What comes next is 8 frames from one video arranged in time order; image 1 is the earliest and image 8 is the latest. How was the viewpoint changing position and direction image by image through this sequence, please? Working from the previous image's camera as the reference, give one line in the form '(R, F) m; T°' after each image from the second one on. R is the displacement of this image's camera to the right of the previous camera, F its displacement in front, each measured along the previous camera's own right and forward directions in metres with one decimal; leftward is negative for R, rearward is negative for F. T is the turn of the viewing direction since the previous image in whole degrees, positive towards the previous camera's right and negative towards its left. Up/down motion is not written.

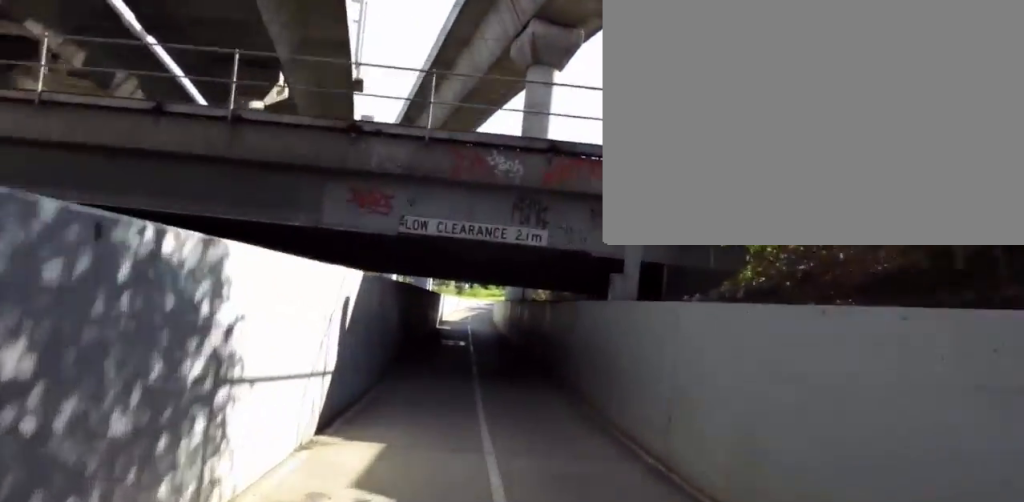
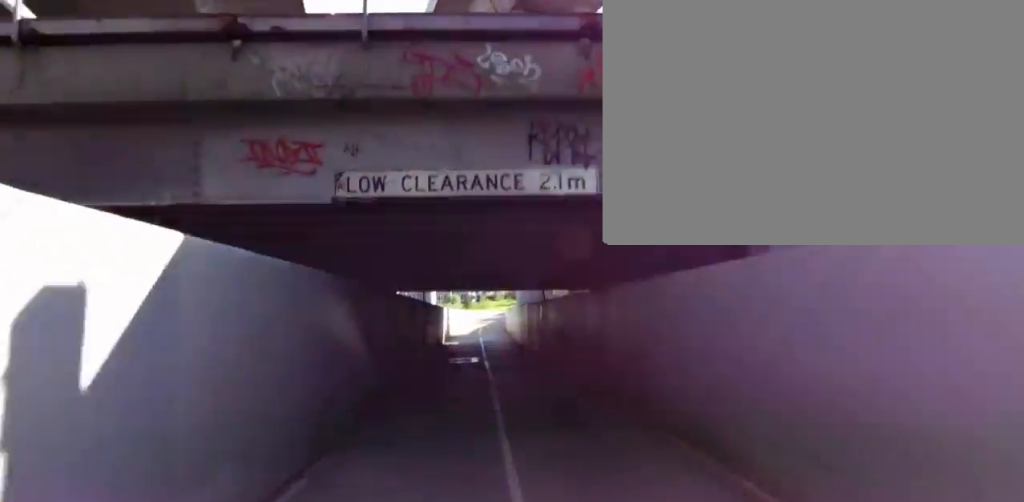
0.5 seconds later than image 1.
(0.0, +4.2) m; -6°
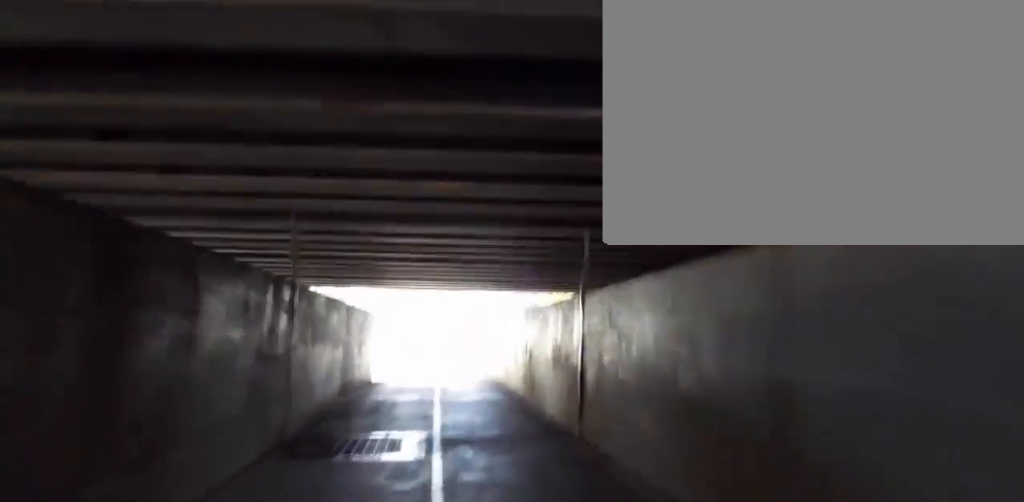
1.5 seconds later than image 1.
(-1.0, +9.7) m; +1°
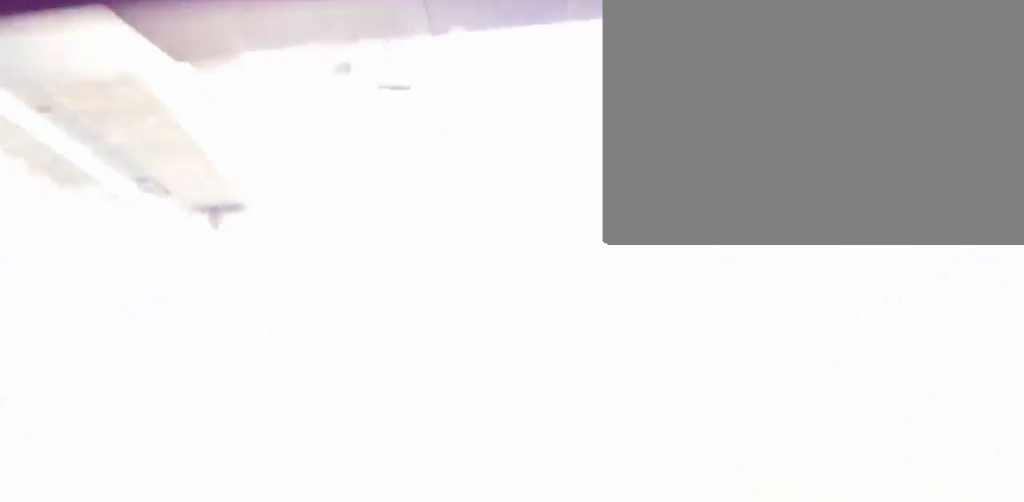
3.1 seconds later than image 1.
(+3.2, +15.8) m; +20°
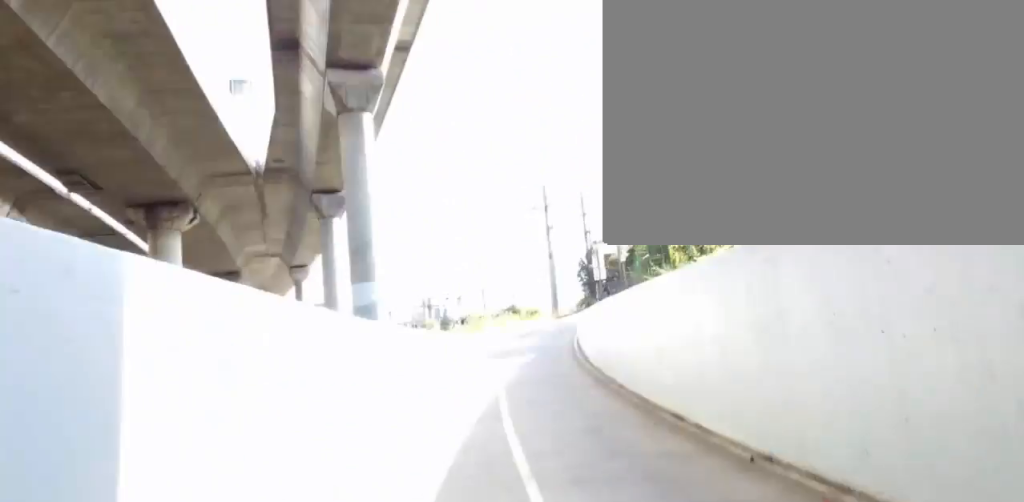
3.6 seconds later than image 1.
(+0.2, +4.5) m; +6°
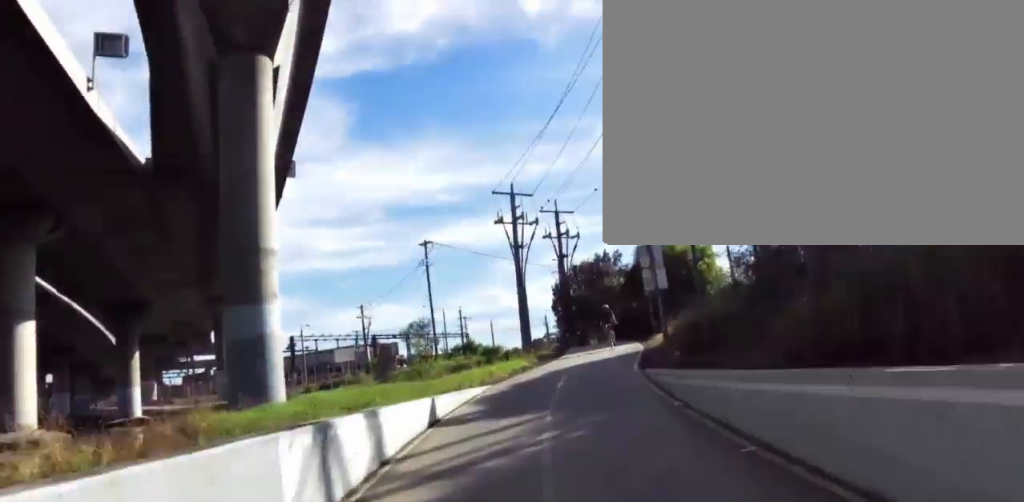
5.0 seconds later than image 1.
(+1.5, +9.6) m; +11°
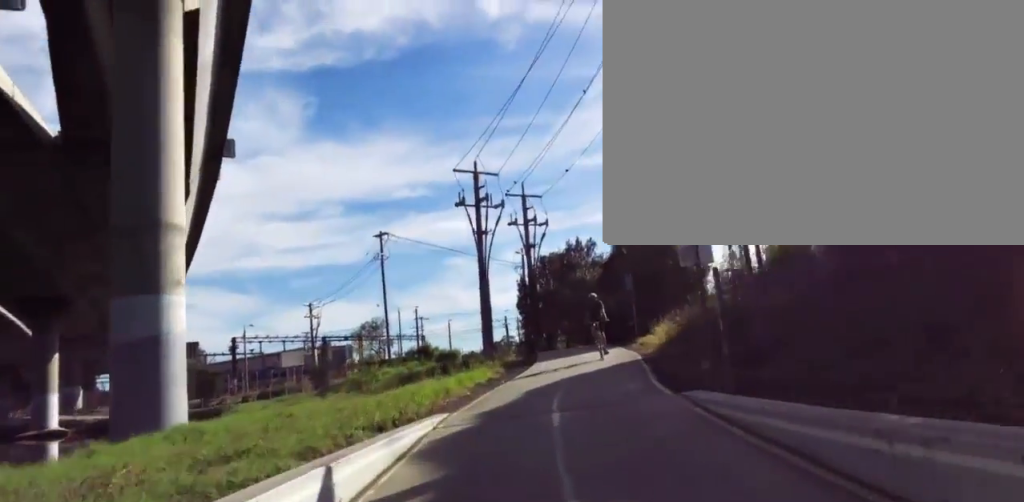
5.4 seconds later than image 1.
(+0.5, +3.2) m; 0°
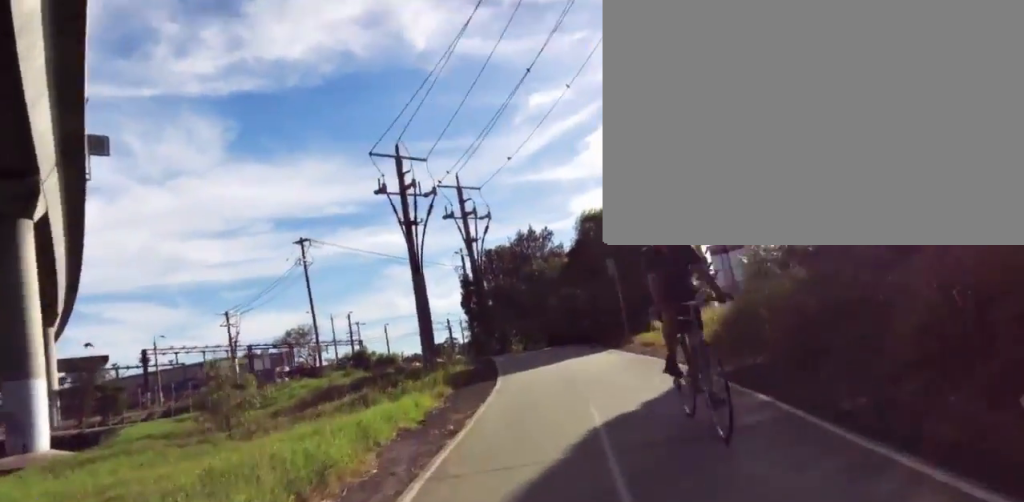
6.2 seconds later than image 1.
(-0.8, +6.7) m; -2°
